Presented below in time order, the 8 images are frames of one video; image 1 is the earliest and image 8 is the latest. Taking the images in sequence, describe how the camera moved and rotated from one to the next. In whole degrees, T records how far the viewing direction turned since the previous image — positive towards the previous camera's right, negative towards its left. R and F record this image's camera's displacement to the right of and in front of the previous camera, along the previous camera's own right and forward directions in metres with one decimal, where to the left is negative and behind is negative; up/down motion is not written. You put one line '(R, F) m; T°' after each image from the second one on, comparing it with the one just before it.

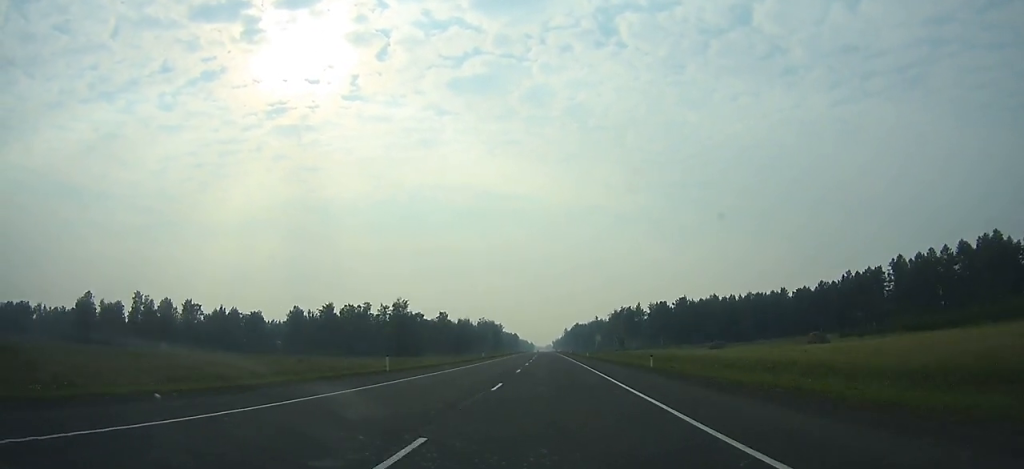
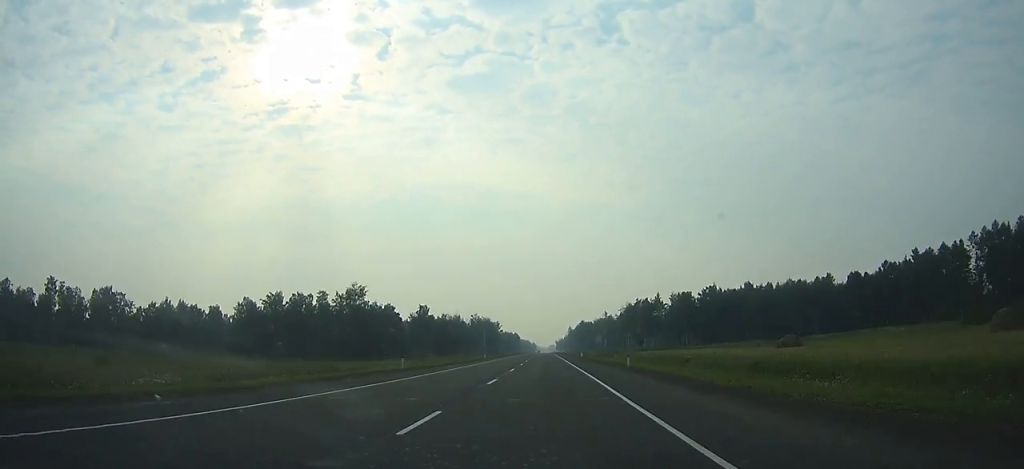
(-0.1, +42.1) m; 0°
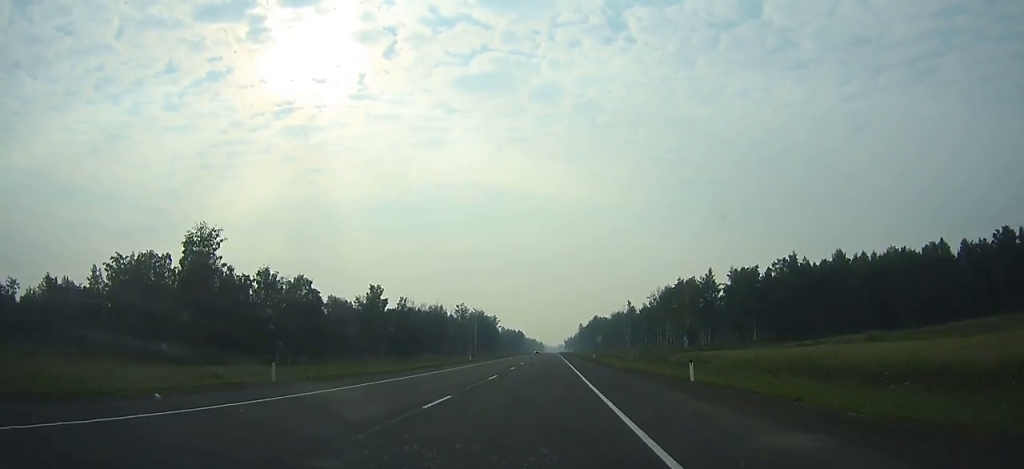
(-0.2, +68.2) m; -1°
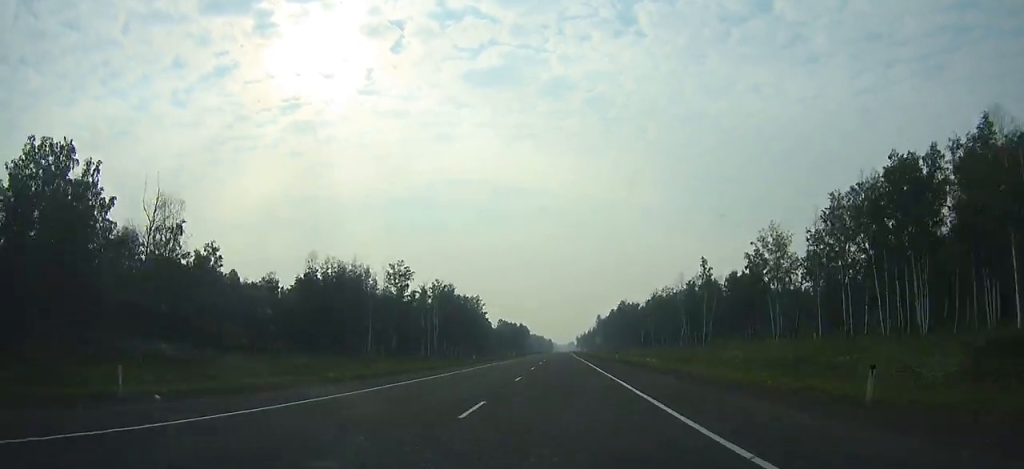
(-1.4, +107.1) m; -1°
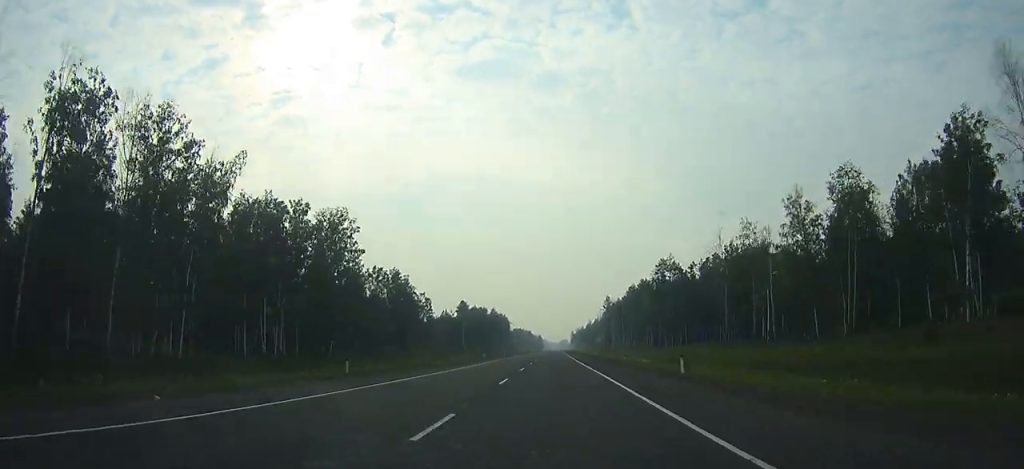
(+0.7, +128.9) m; 0°
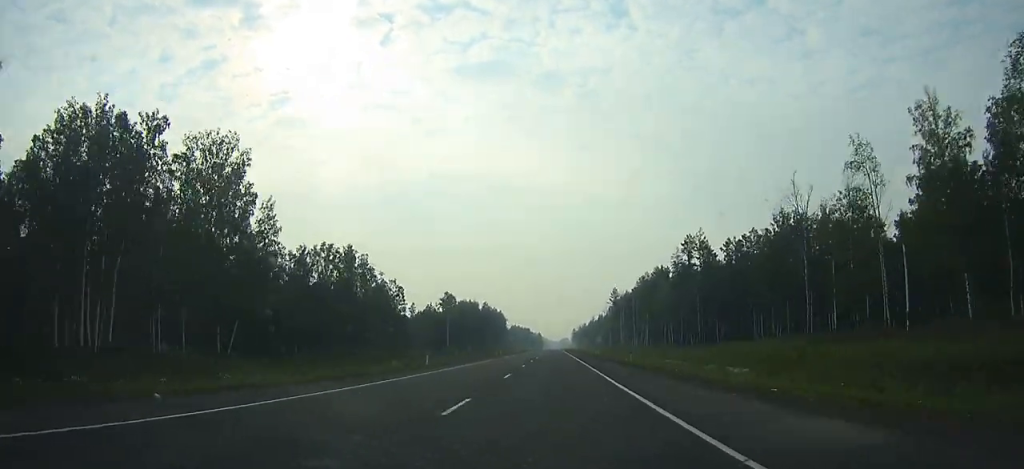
(-0.1, +32.5) m; 0°
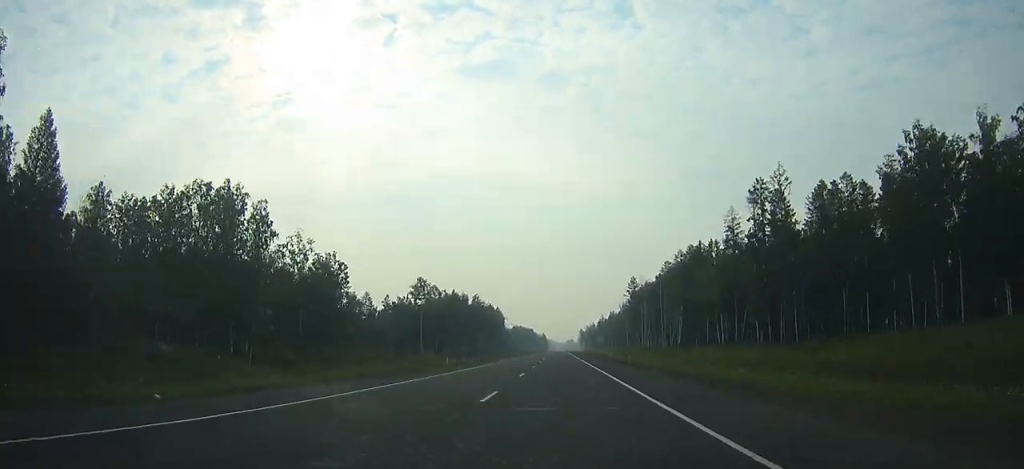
(-0.1, +42.4) m; 0°
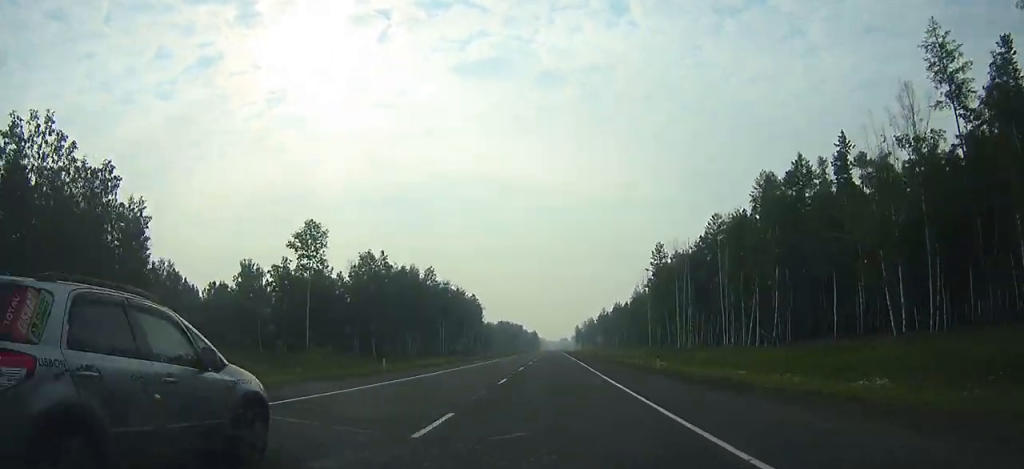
(0.0, +65.6) m; 0°
